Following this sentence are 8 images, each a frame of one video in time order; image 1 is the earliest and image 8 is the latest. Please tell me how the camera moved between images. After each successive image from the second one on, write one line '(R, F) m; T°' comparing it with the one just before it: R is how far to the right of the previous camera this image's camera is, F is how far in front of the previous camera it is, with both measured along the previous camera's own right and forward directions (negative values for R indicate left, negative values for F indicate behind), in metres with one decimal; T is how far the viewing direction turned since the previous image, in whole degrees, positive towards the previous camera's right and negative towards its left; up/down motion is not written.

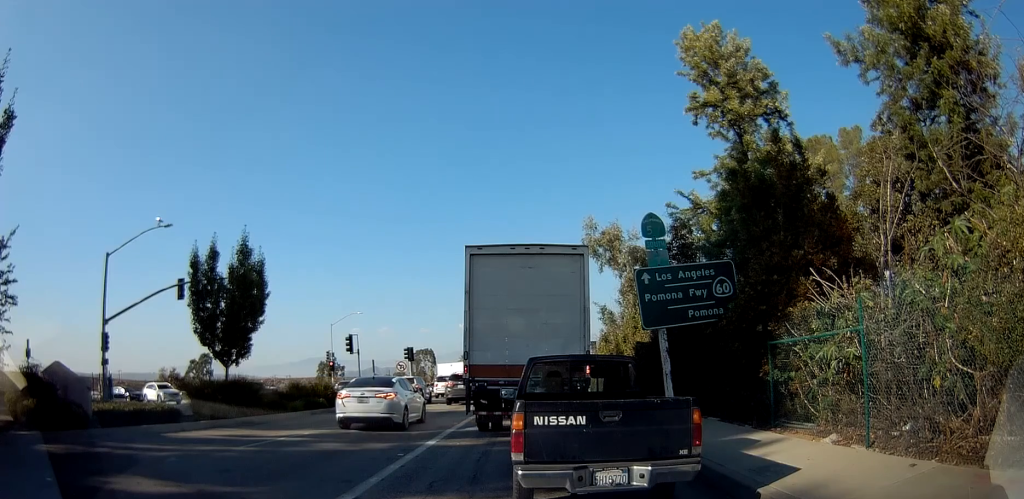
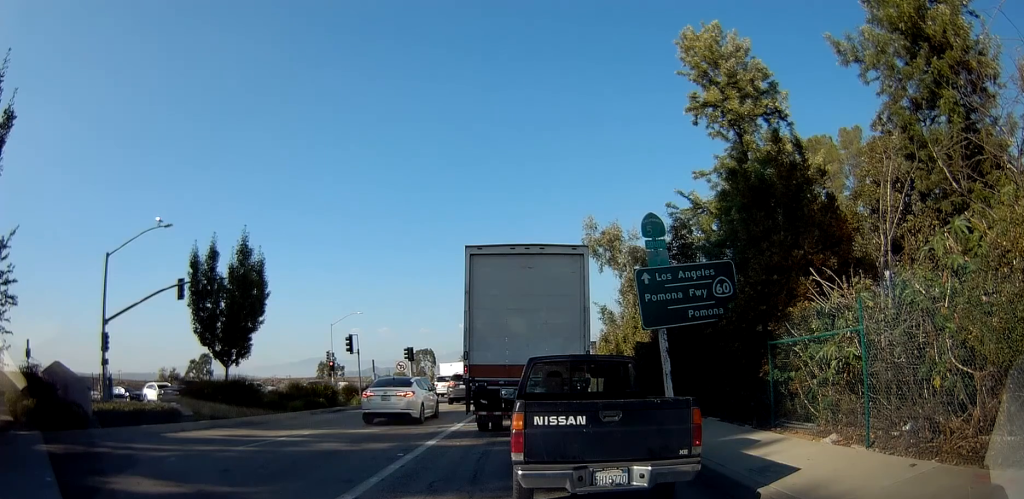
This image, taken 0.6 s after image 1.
(0.0, 0.0) m; 0°
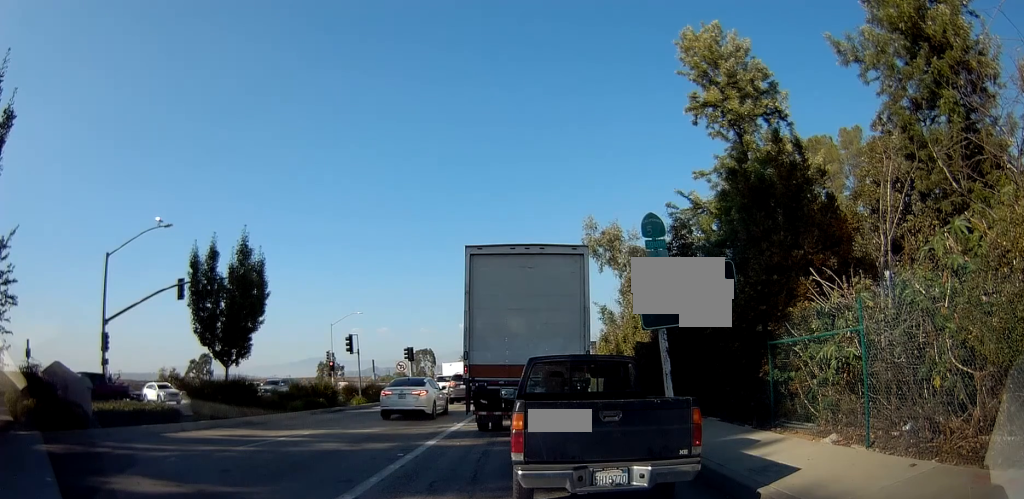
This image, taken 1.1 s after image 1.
(0.0, 0.0) m; 0°
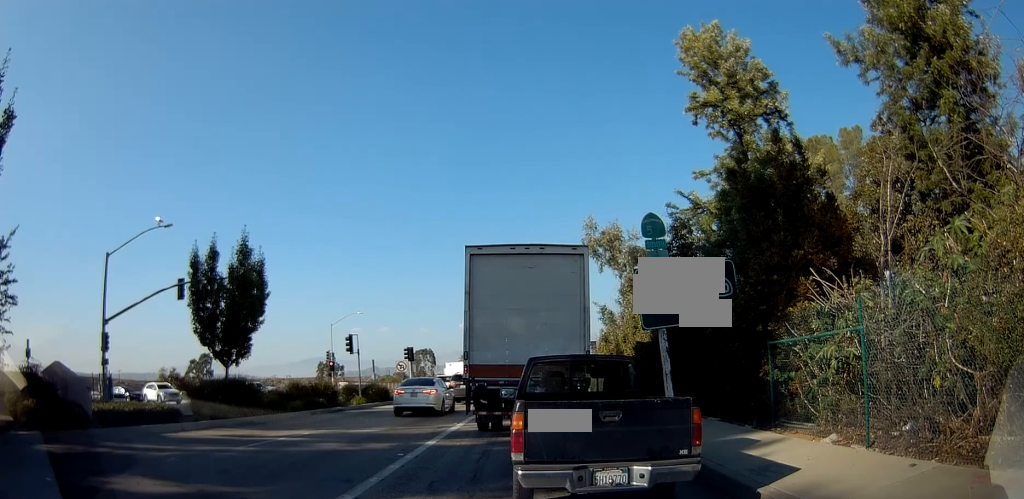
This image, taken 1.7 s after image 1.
(0.0, 0.0) m; 0°
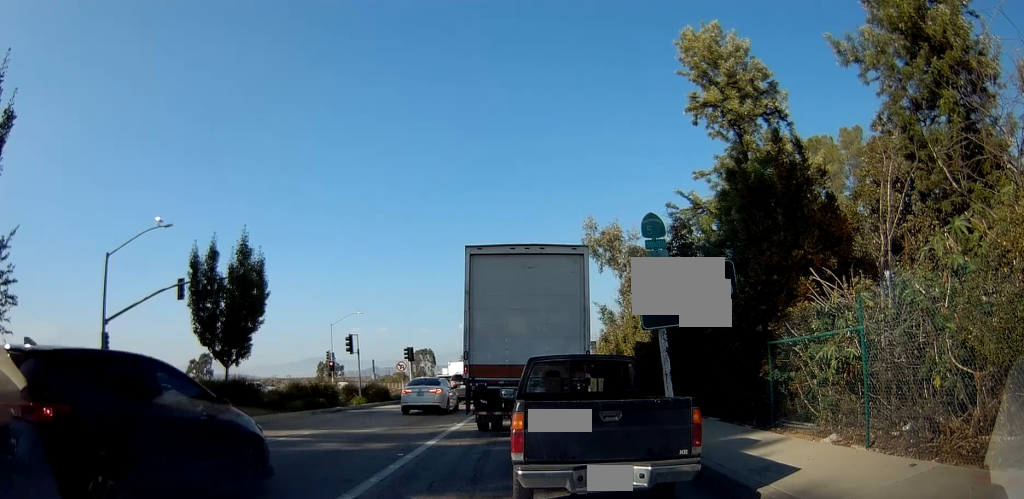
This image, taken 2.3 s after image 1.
(0.0, 0.0) m; 0°
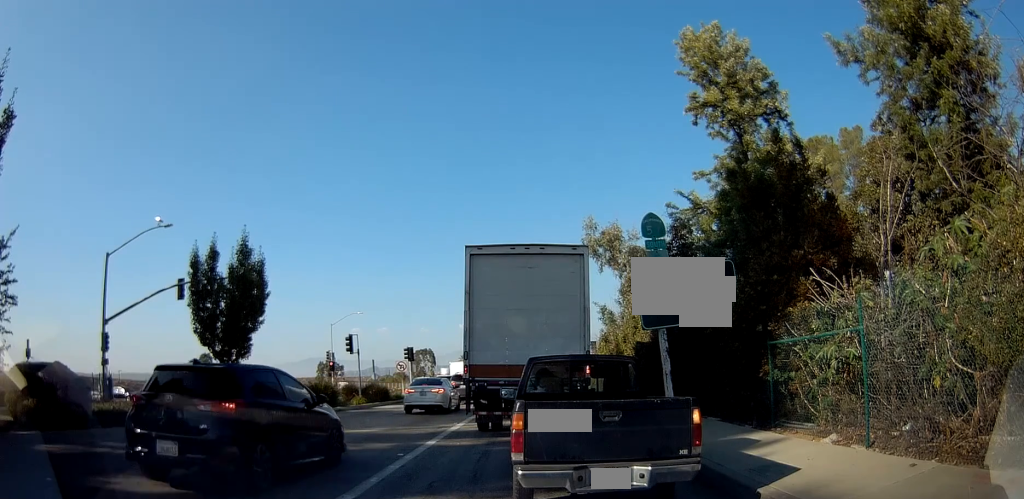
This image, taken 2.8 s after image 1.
(0.0, 0.0) m; 0°
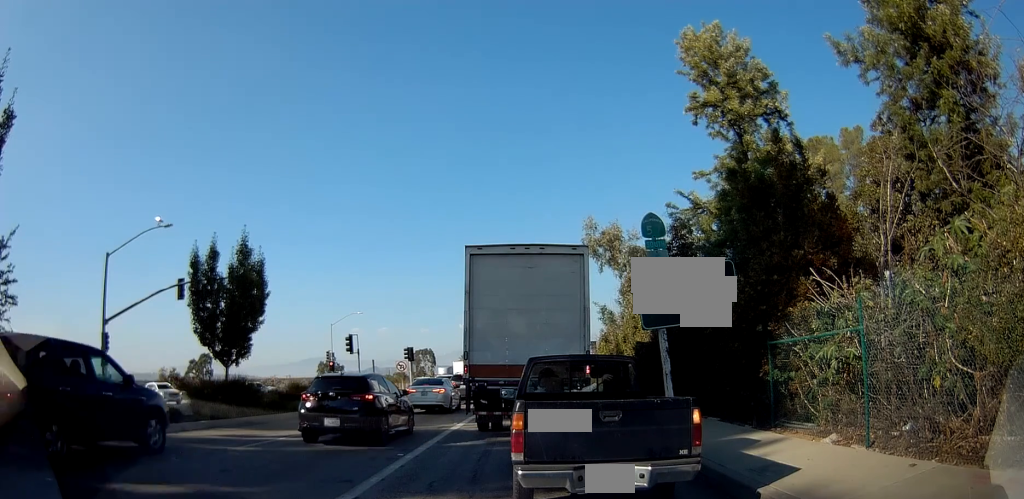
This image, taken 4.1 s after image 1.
(0.0, 0.0) m; 0°
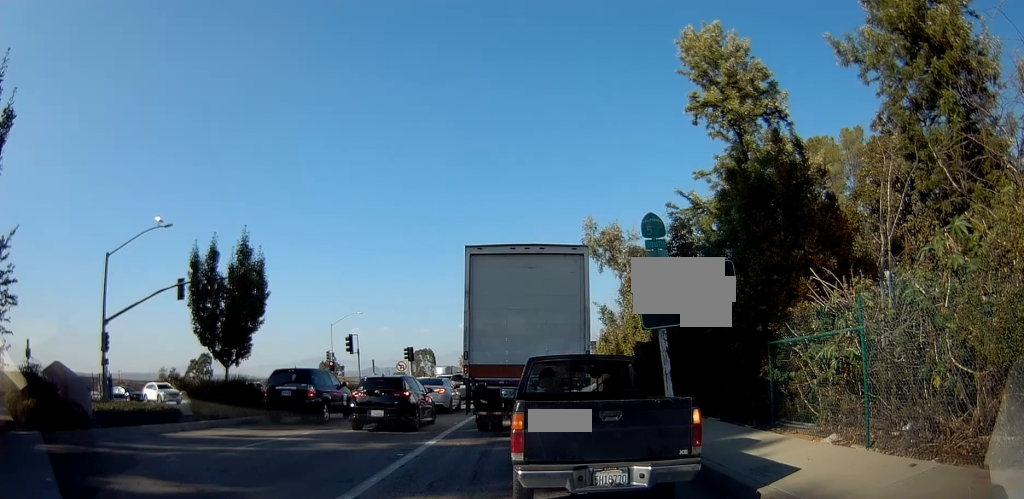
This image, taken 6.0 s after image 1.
(0.0, 0.0) m; 0°
